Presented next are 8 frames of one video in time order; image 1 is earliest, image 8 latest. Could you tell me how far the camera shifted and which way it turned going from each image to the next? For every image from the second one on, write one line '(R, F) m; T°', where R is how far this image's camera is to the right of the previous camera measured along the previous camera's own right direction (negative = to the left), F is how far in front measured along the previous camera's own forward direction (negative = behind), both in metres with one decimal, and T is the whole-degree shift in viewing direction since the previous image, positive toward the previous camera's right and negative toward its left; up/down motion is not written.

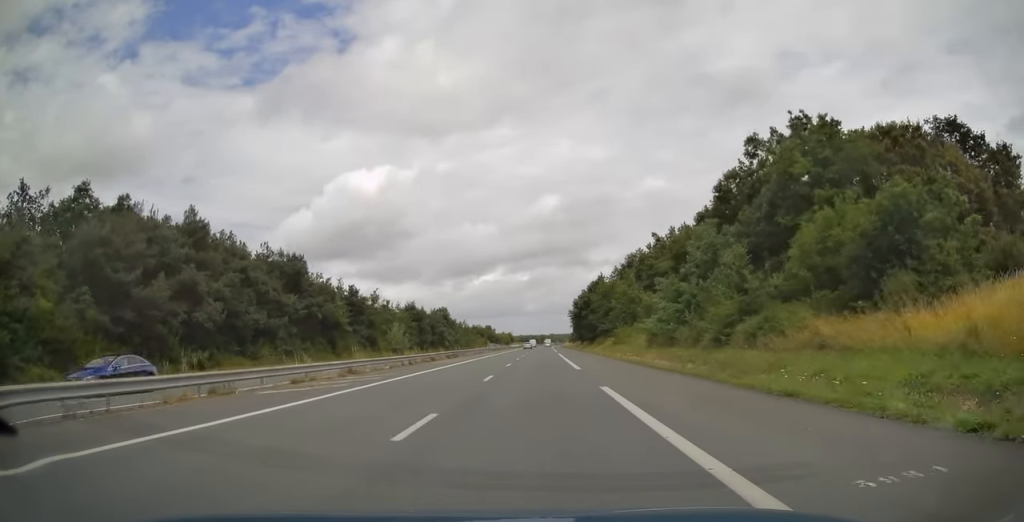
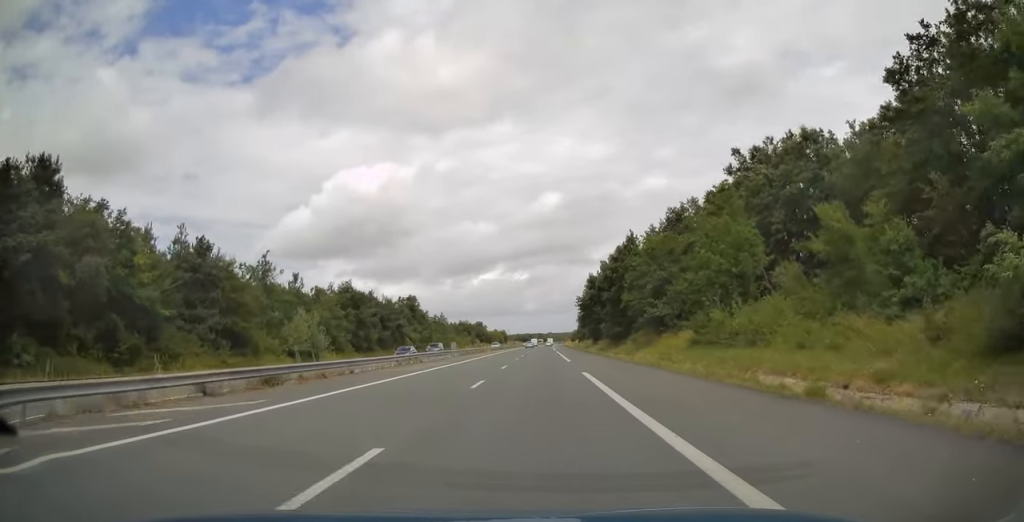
(+0.3, +42.8) m; 0°
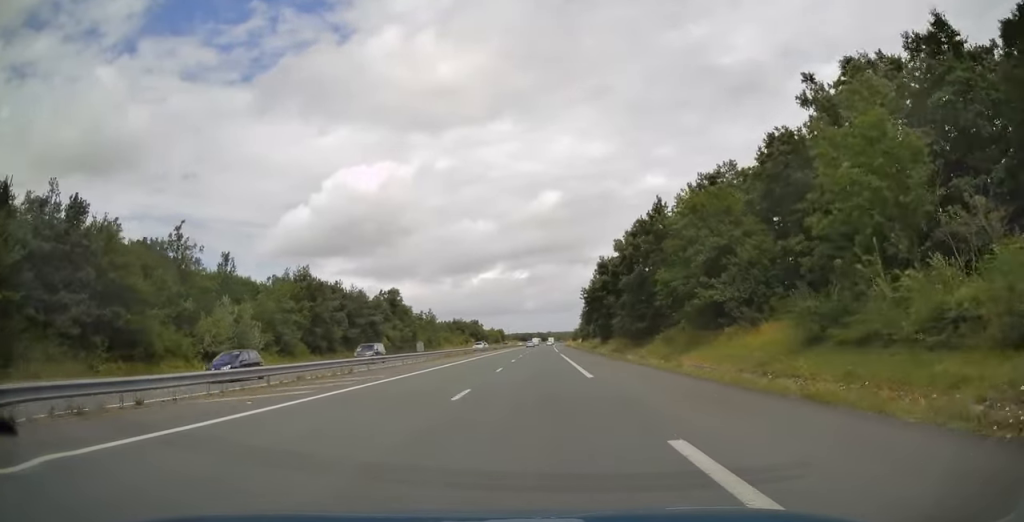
(-0.1, +16.8) m; 0°
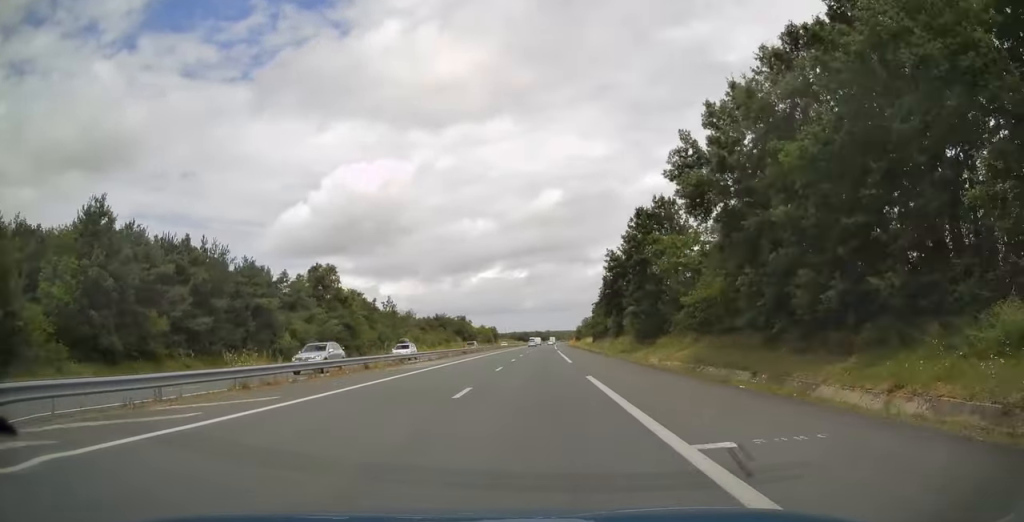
(0.0, +38.3) m; 0°
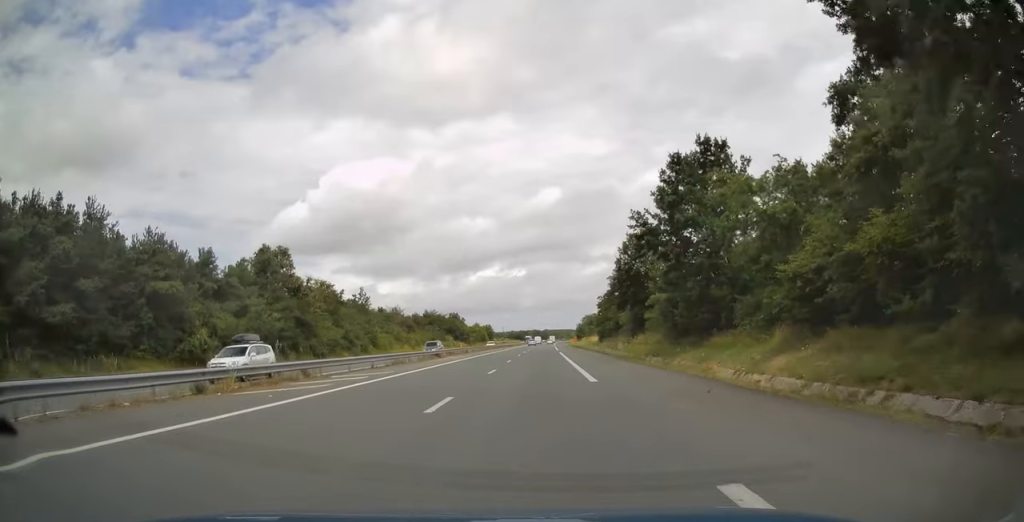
(0.0, +16.2) m; 0°
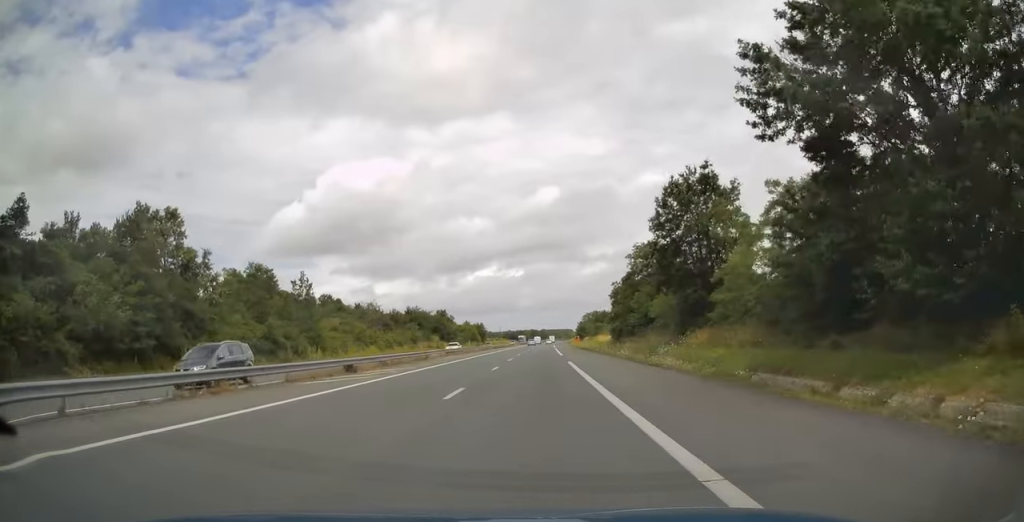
(0.0, +23.2) m; 0°
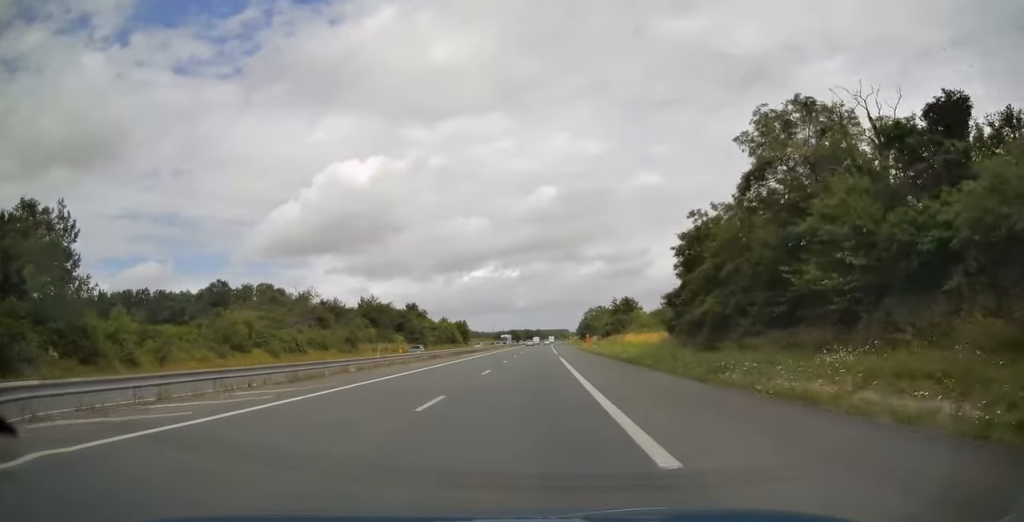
(+0.2, +41.0) m; 0°
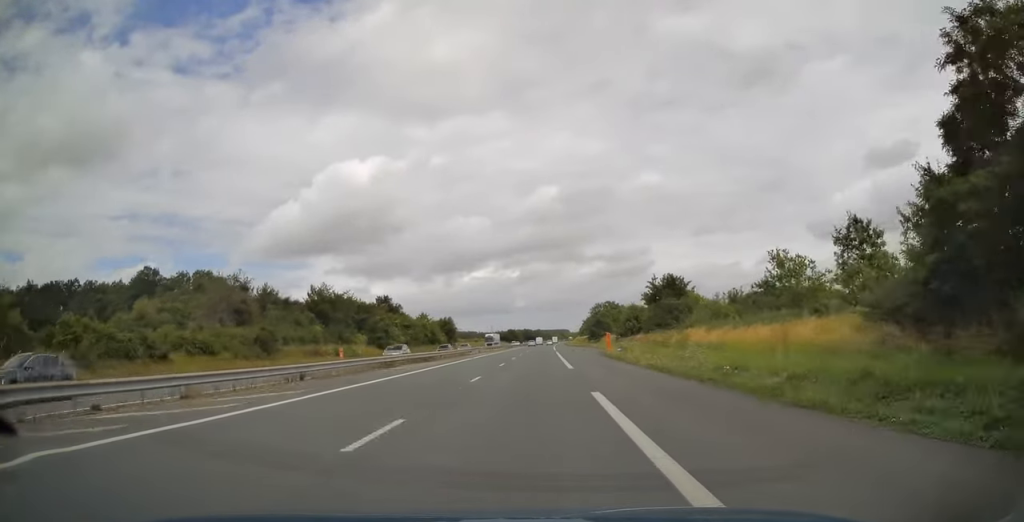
(+0.1, +30.3) m; 0°
